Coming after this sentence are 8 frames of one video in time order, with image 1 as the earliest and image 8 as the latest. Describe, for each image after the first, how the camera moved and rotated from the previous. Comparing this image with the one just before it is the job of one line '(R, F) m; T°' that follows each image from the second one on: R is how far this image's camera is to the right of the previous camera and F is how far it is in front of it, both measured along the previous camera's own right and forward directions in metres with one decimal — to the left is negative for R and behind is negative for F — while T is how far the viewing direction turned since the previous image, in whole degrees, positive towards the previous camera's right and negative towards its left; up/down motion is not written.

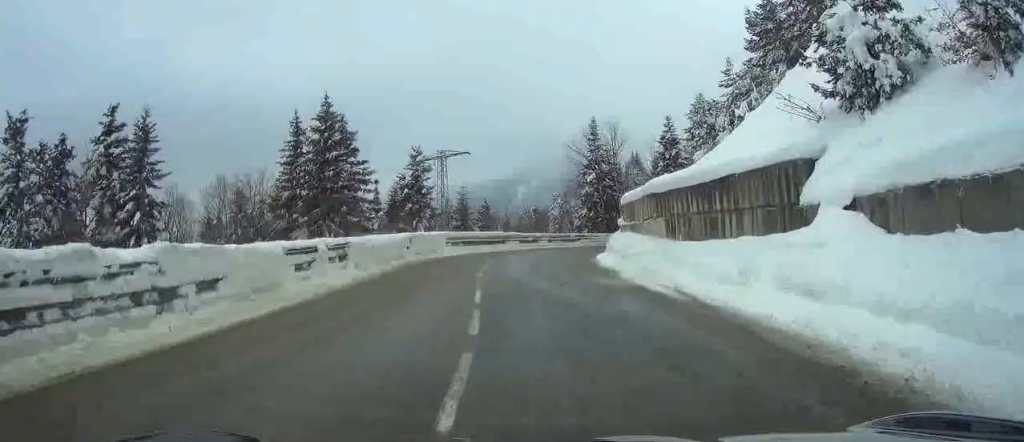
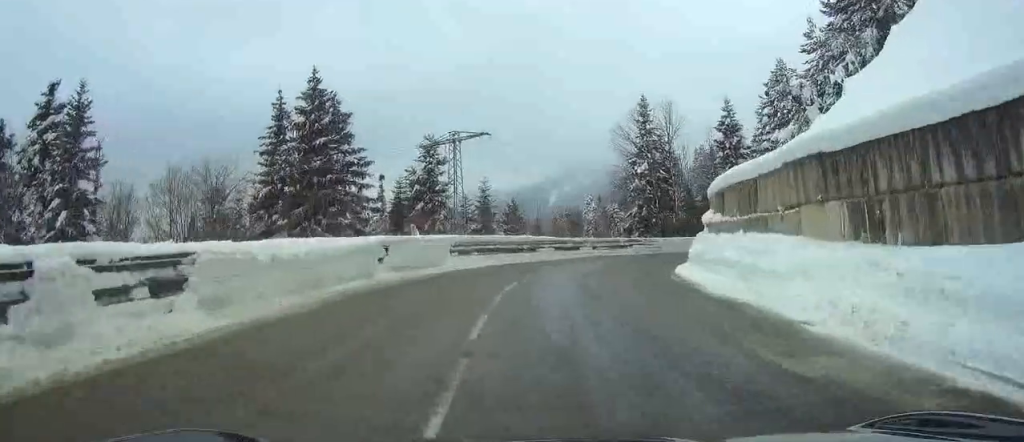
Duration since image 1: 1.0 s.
(-0.1, +13.0) m; 0°
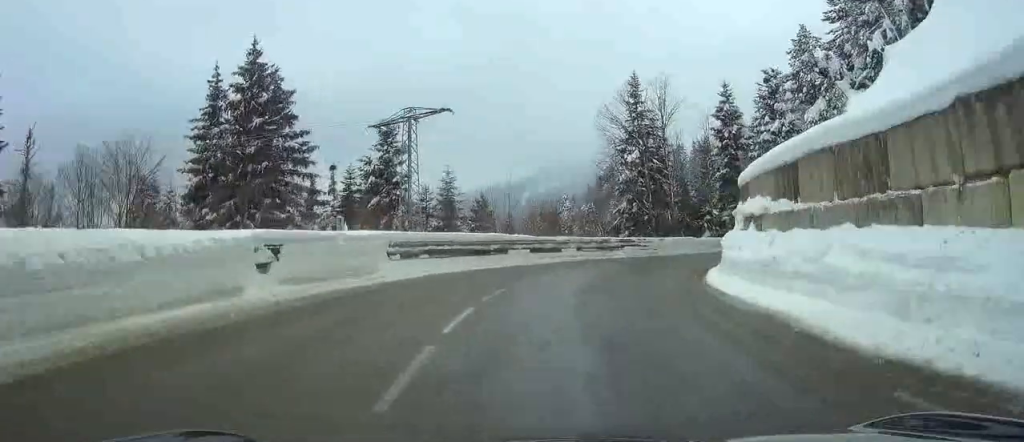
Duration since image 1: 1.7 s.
(0.0, +8.4) m; +2°
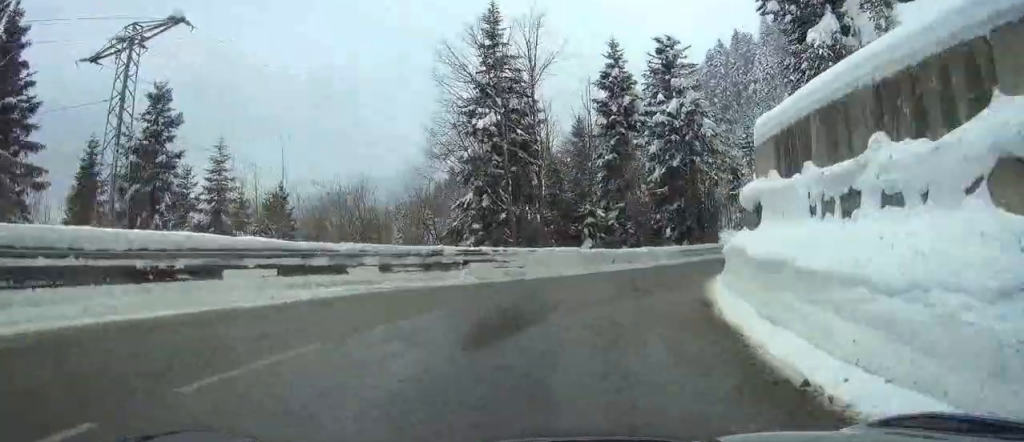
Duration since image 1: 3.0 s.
(+1.3, +16.0) m; +12°
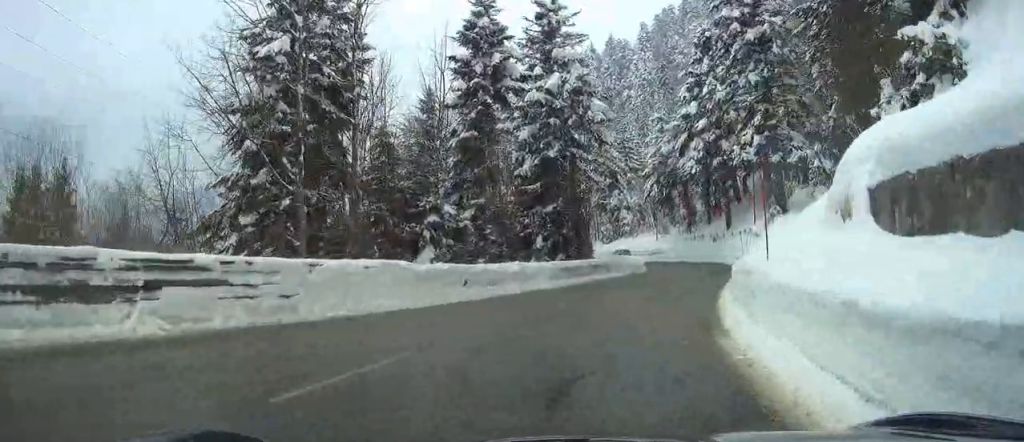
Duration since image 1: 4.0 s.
(+1.3, +12.0) m; +13°
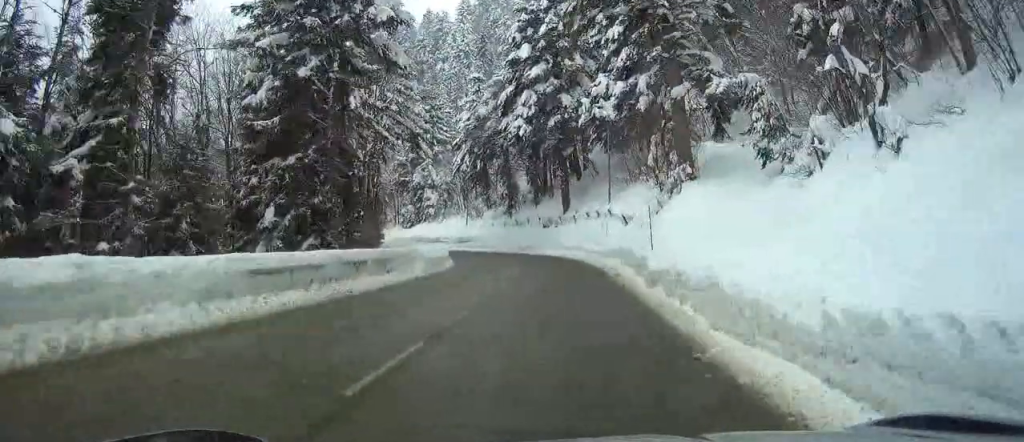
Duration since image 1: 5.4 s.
(+2.7, +16.5) m; +14°
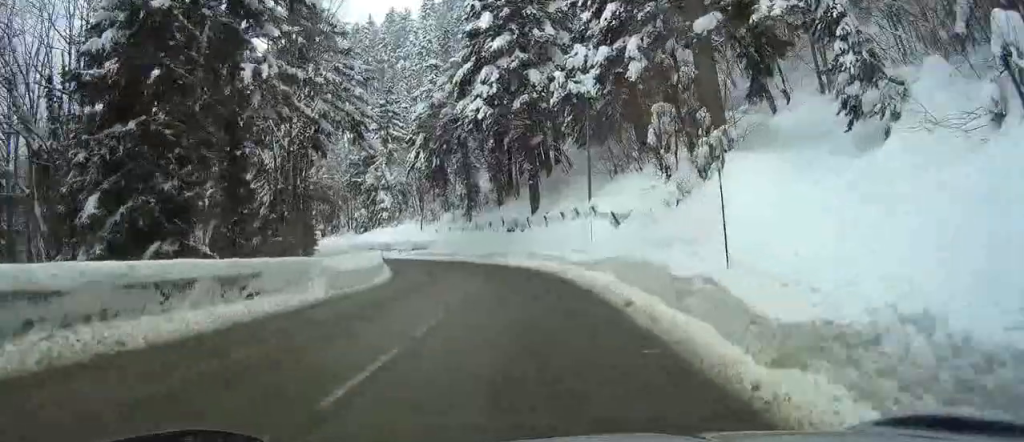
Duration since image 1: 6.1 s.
(0.0, +8.4) m; 0°
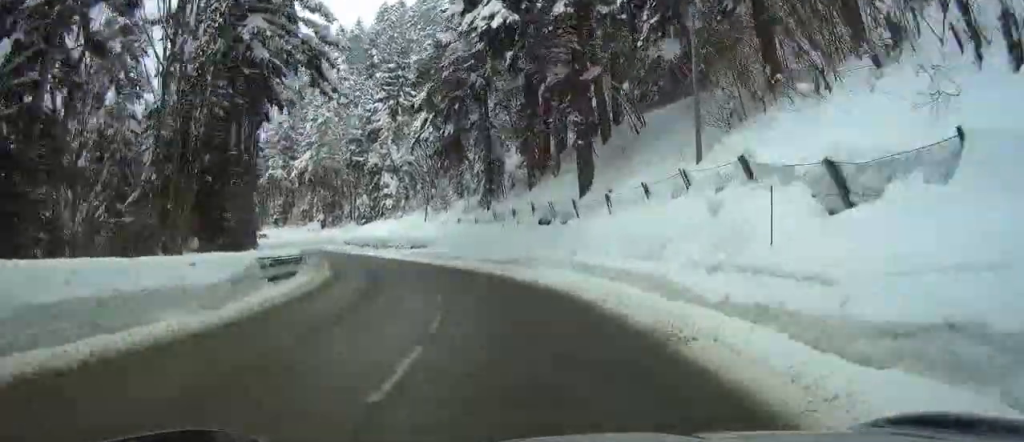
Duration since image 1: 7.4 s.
(0.0, +16.6) m; 0°
